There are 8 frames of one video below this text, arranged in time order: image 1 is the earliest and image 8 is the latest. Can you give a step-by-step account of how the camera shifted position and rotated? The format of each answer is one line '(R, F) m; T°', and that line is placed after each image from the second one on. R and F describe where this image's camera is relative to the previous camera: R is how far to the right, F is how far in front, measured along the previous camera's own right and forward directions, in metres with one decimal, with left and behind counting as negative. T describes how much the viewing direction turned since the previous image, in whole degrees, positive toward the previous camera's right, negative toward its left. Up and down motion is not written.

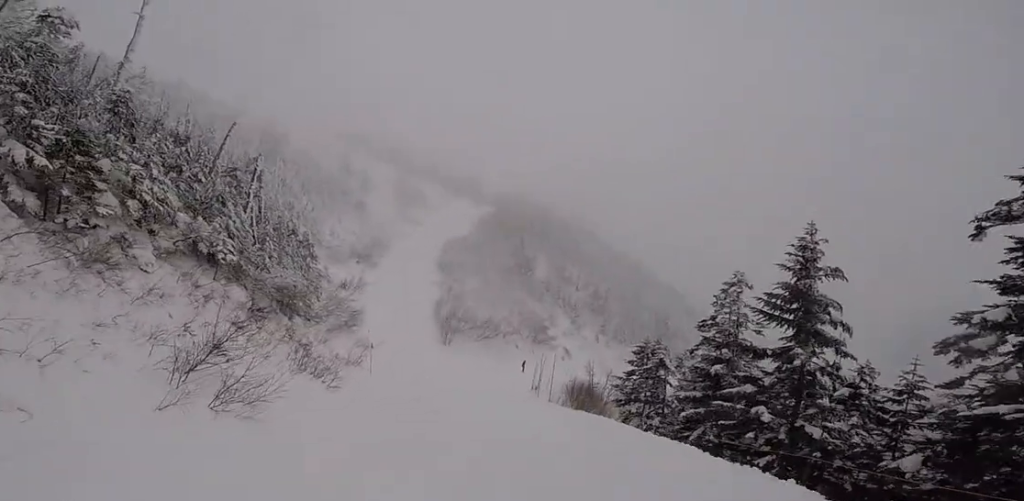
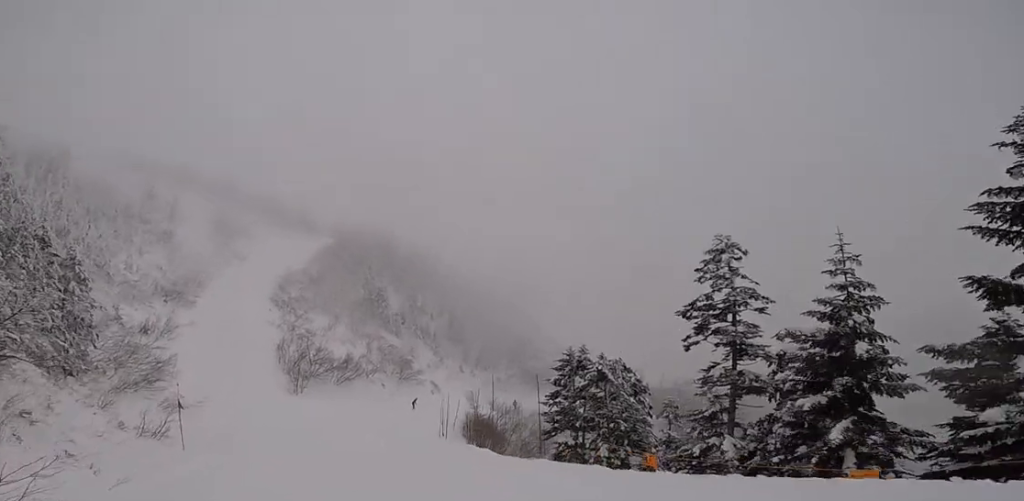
(+1.0, +10.6) m; +9°
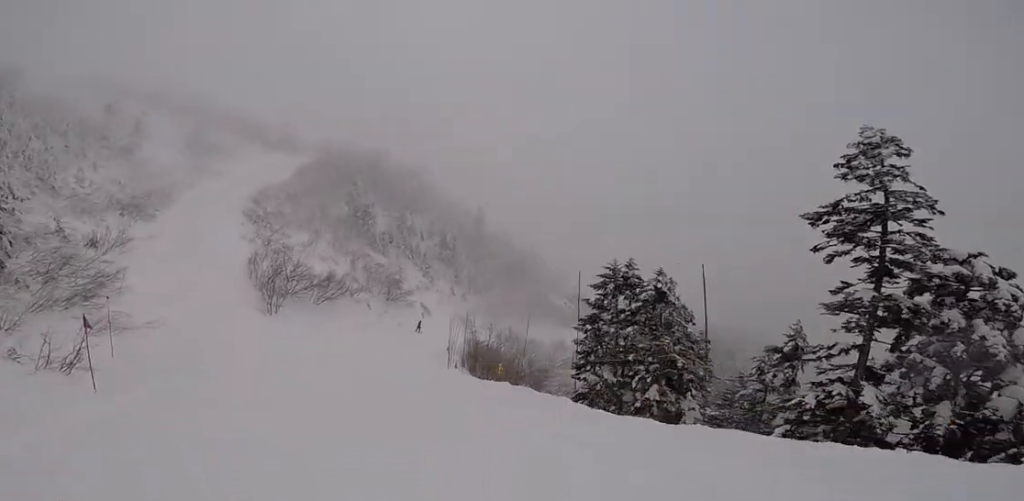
(+0.3, +5.3) m; 0°
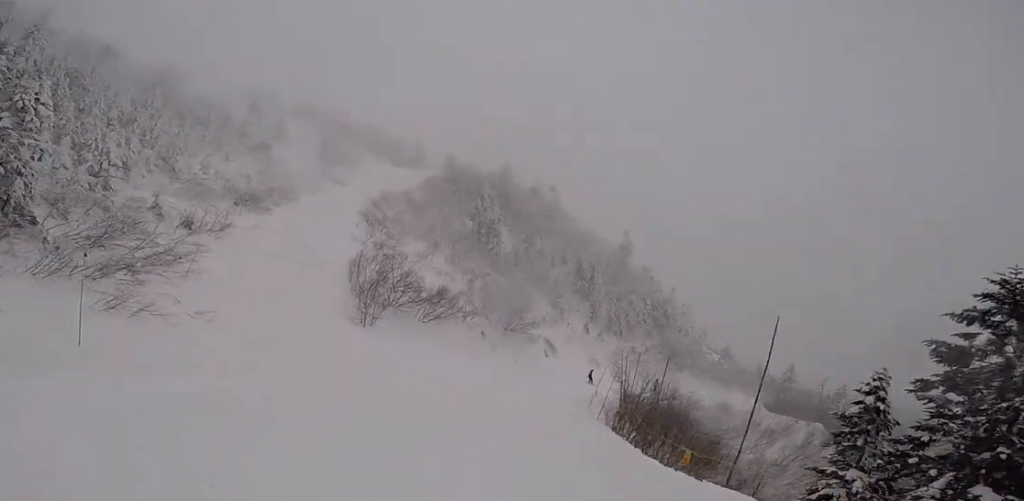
(-0.3, +8.7) m; +1°
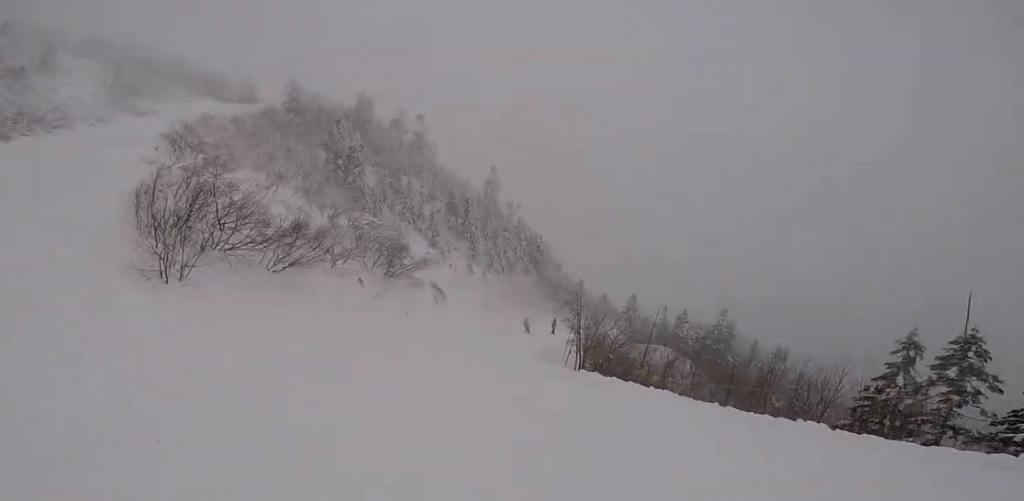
(+1.2, +10.5) m; +16°
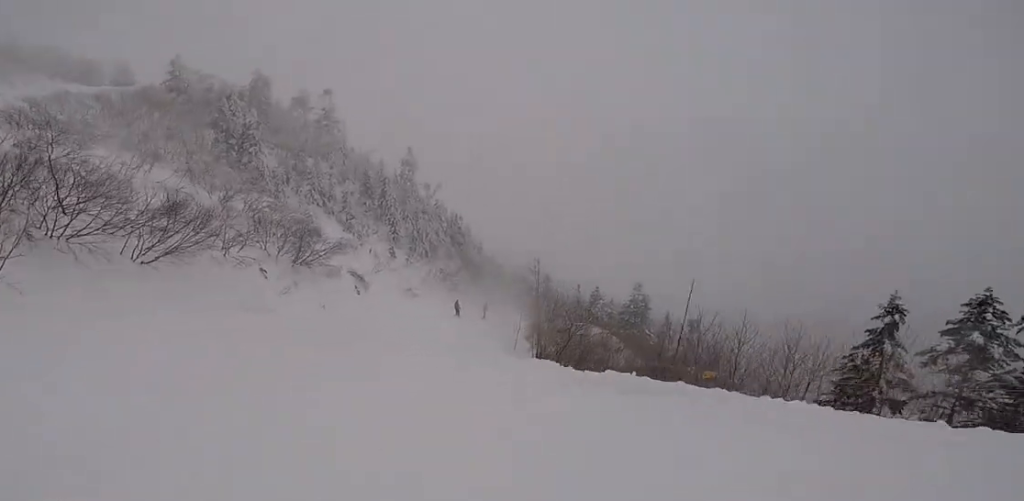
(-0.1, +4.3) m; +8°
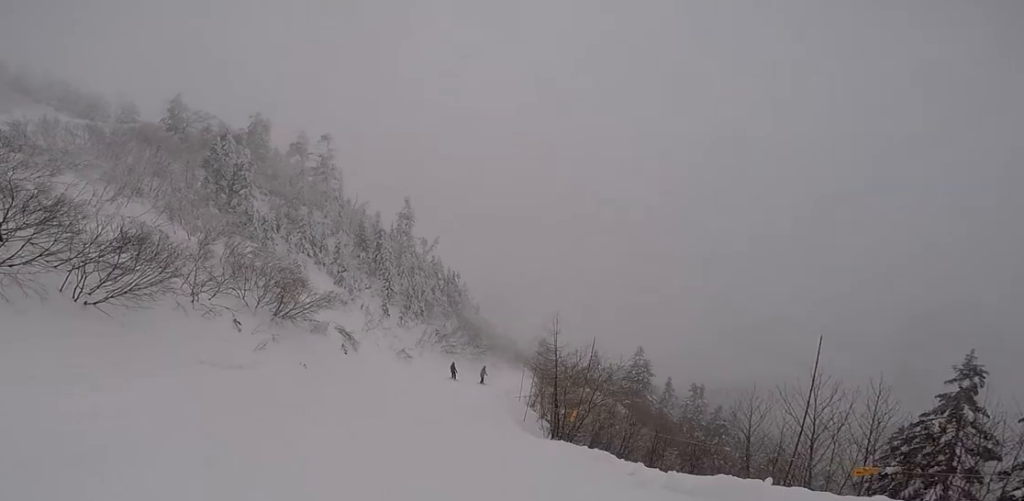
(+0.6, +3.0) m; 0°
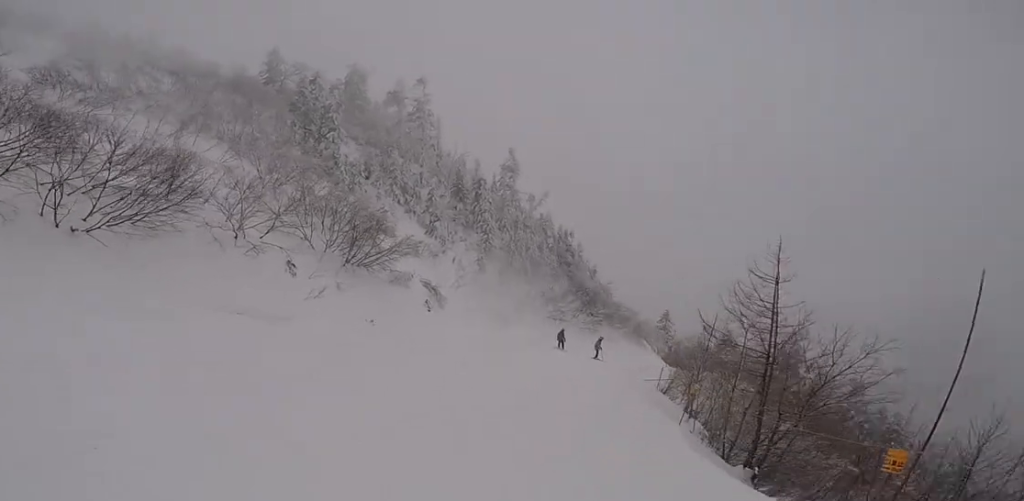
(+0.4, +5.4) m; -1°
